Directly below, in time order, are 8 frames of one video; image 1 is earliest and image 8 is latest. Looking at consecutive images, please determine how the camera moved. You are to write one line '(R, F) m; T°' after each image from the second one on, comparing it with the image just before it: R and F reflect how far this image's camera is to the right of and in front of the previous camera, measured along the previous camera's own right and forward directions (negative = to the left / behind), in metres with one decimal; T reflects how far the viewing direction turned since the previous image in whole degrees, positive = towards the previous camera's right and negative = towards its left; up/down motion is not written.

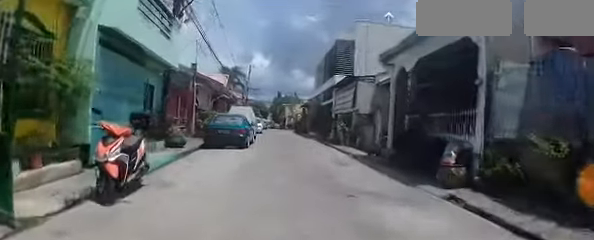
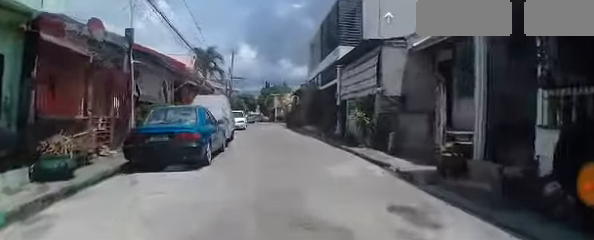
(-0.1, +6.7) m; +2°
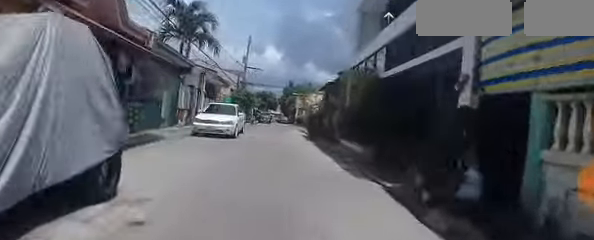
(+0.2, +9.6) m; -5°
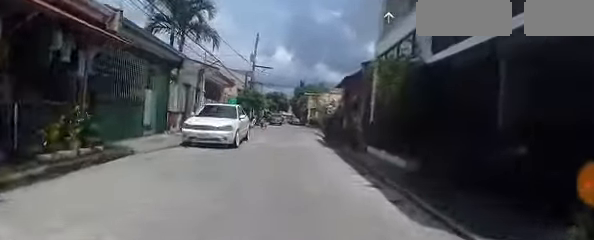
(-0.1, +2.0) m; -2°
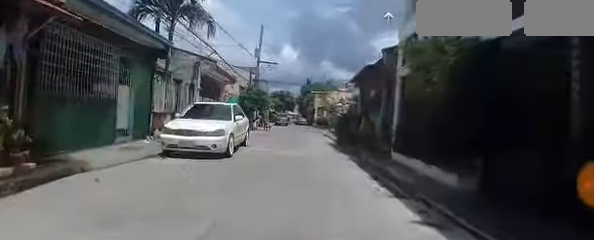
(-0.2, +1.6) m; 0°
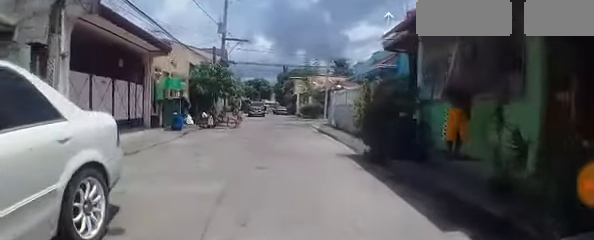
(+0.2, +5.4) m; +1°
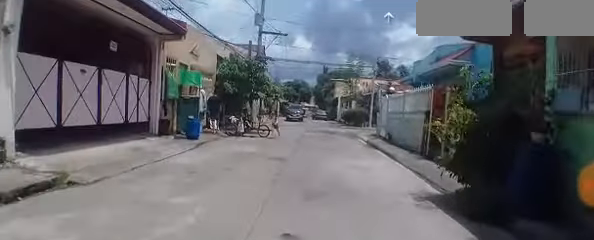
(0.0, +3.0) m; +1°
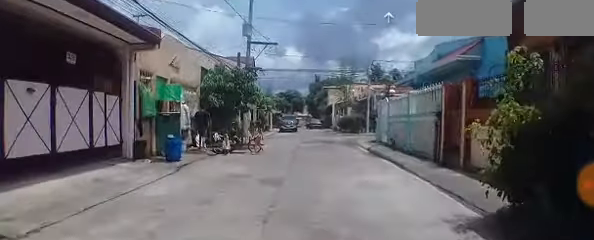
(0.0, +1.4) m; +2°
